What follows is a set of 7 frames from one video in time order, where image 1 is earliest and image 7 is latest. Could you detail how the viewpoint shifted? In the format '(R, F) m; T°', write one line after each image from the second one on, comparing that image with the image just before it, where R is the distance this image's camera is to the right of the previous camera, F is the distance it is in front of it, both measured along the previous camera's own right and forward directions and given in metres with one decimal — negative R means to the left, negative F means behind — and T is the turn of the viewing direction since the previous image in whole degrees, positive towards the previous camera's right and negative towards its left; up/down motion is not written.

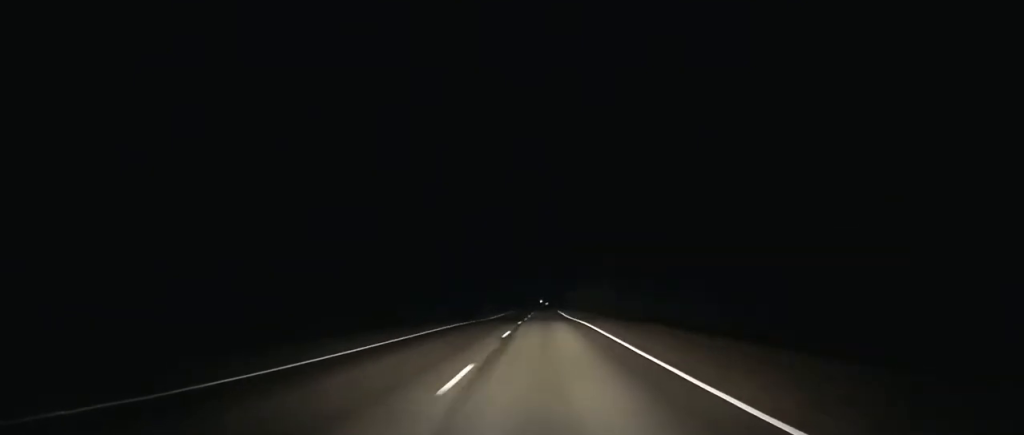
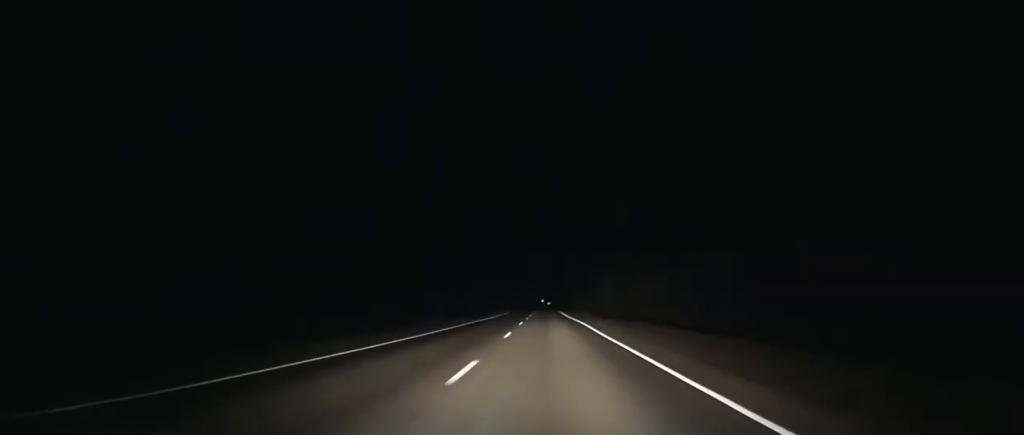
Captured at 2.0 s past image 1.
(+0.1, +57.6) m; 0°
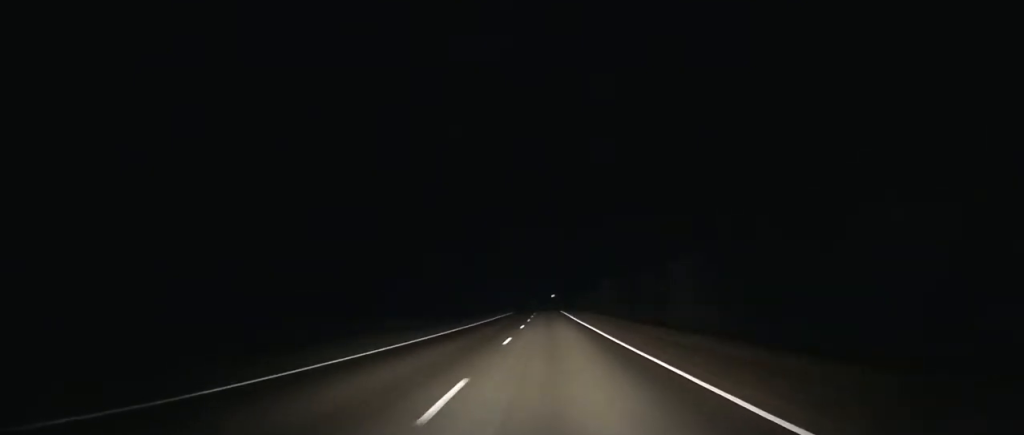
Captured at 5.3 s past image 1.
(-0.2, +101.5) m; 0°
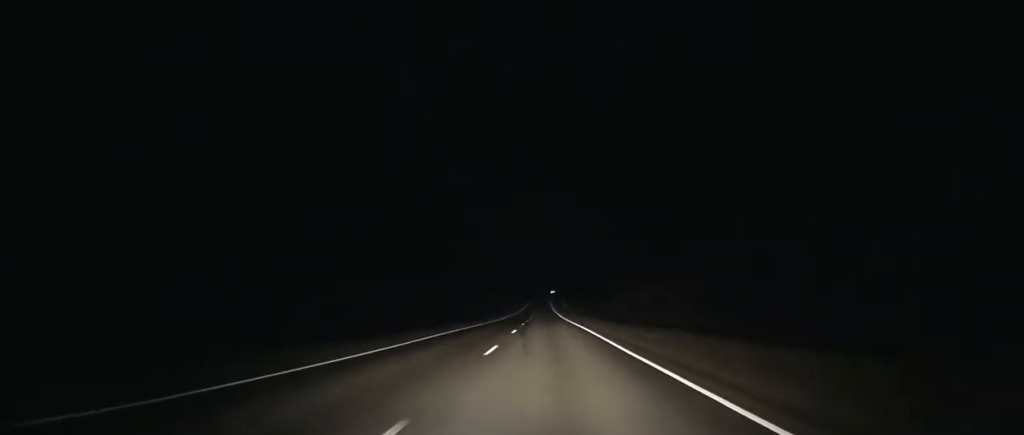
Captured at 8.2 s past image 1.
(-0.2, +90.1) m; 0°
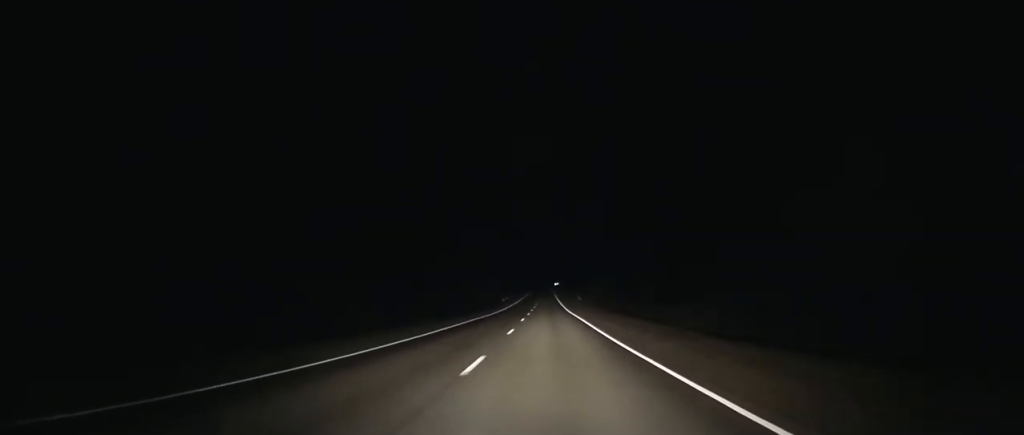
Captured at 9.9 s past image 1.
(-0.1, +52.3) m; 0°
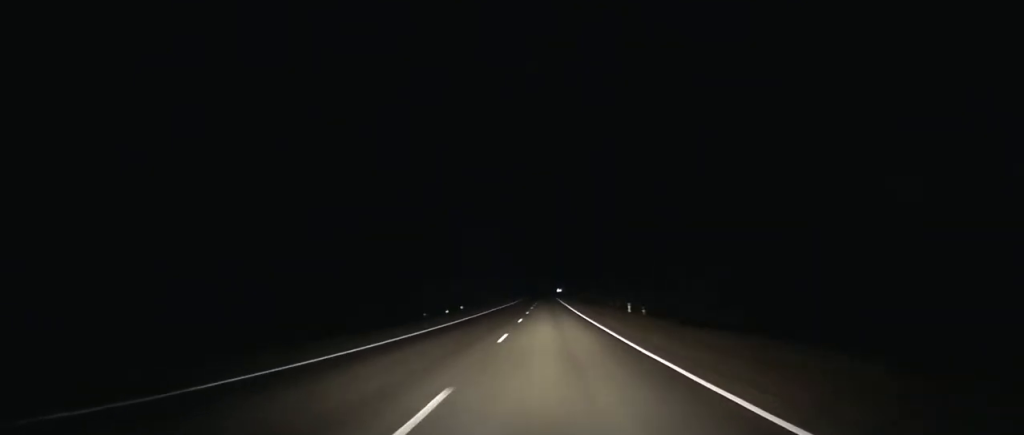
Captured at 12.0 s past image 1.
(0.0, +64.1) m; 0°
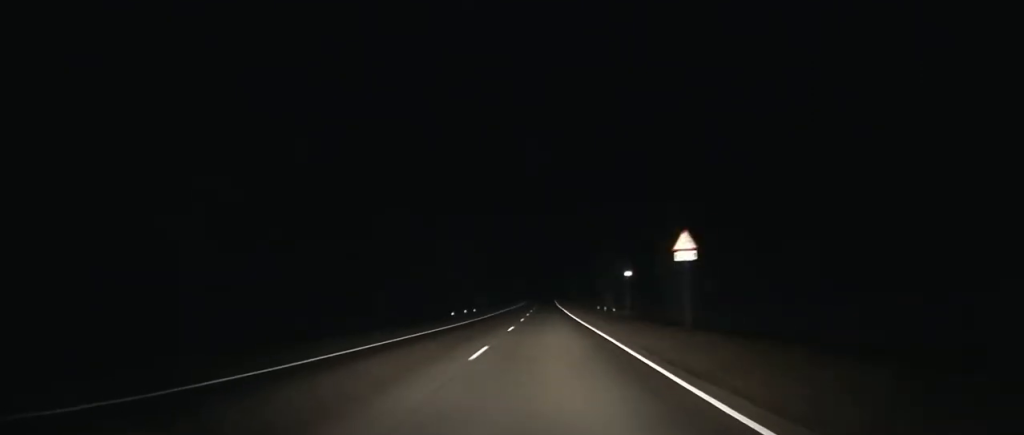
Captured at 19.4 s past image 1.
(+0.2, +227.8) m; 0°
